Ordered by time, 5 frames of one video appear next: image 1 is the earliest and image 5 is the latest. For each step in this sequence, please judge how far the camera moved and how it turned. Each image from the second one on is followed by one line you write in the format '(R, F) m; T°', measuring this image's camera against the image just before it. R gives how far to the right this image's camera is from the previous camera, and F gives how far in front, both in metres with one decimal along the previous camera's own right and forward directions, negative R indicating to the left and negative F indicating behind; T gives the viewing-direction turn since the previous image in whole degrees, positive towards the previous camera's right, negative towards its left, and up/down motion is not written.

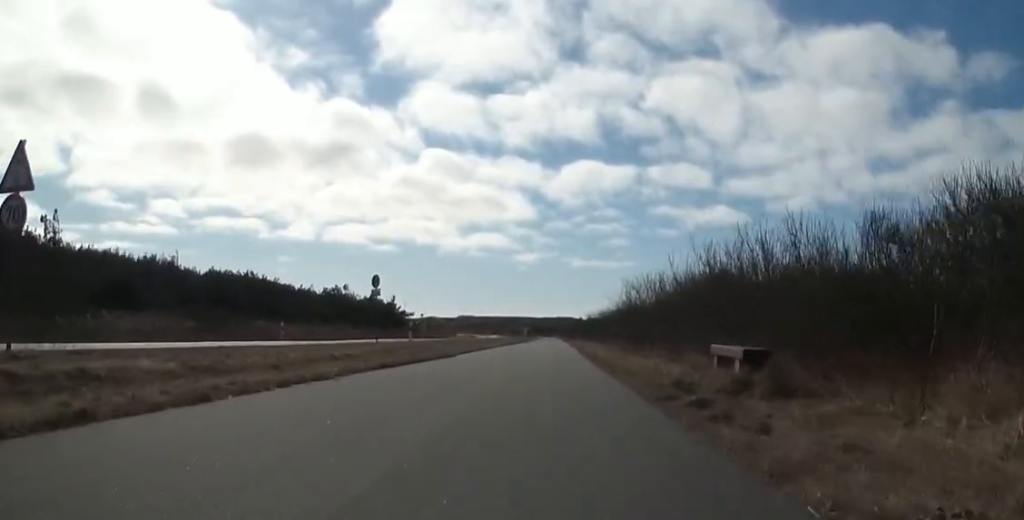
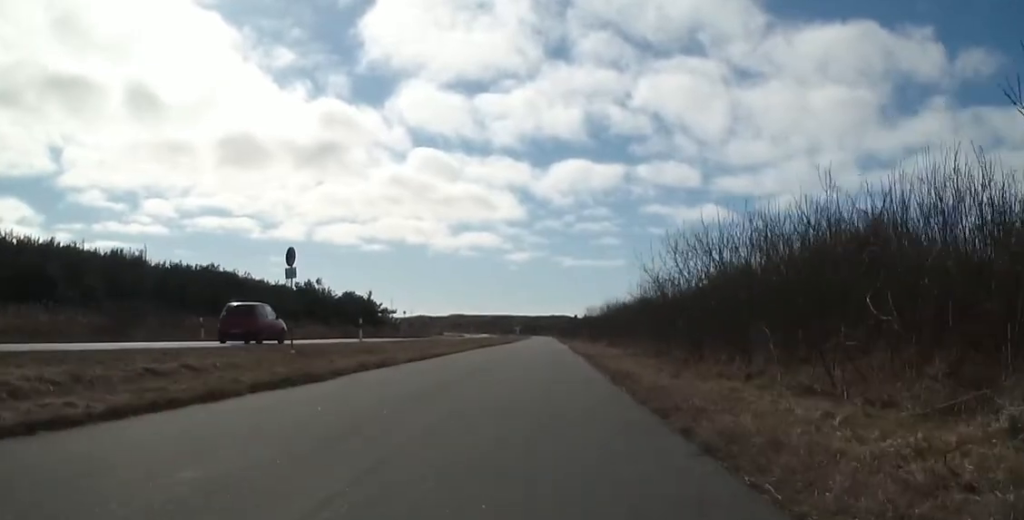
(-0.5, +10.3) m; -3°
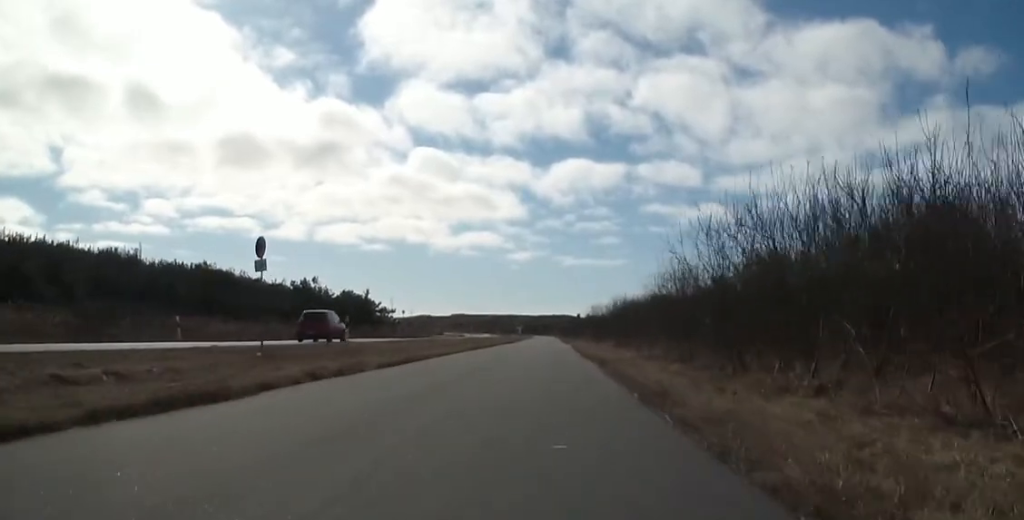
(0.0, +2.7) m; 0°
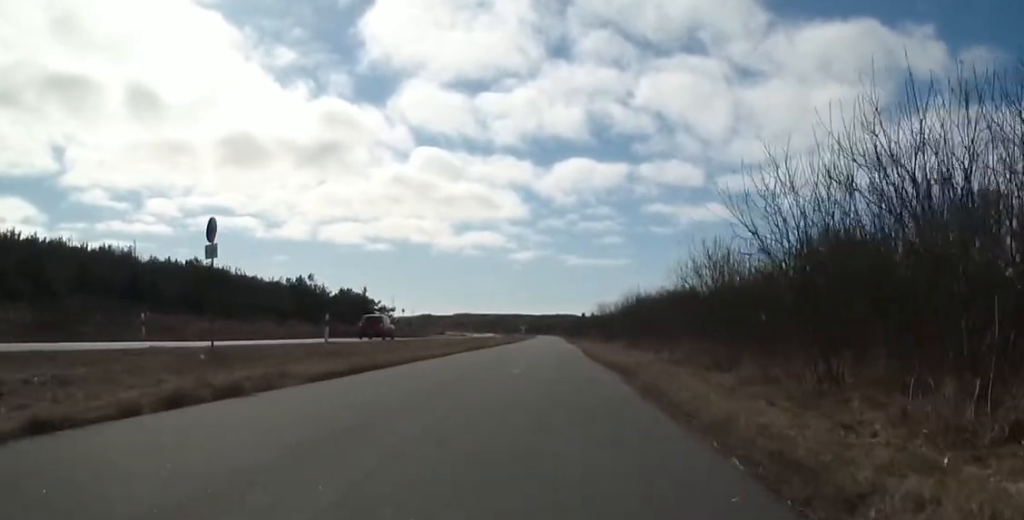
(0.0, +3.4) m; +1°
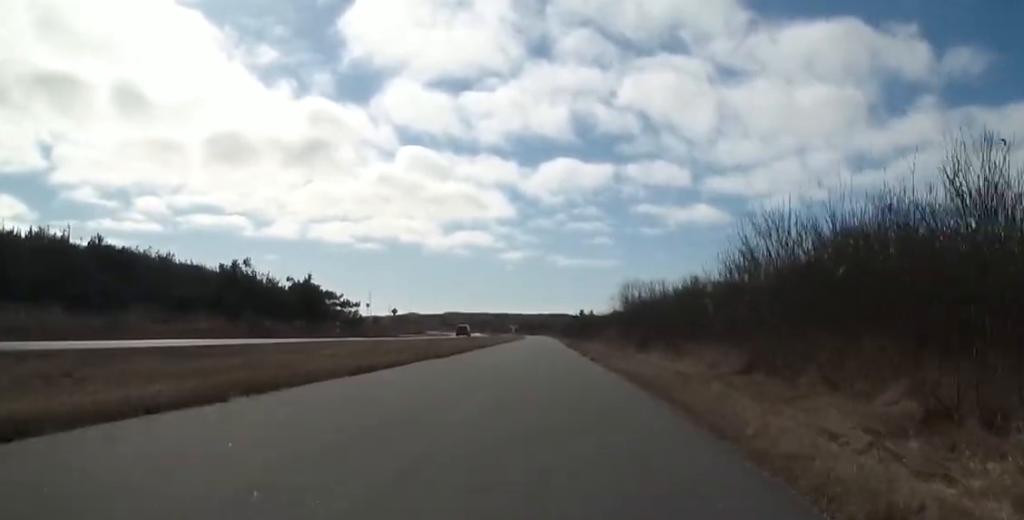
(+1.3, +19.4) m; -1°
